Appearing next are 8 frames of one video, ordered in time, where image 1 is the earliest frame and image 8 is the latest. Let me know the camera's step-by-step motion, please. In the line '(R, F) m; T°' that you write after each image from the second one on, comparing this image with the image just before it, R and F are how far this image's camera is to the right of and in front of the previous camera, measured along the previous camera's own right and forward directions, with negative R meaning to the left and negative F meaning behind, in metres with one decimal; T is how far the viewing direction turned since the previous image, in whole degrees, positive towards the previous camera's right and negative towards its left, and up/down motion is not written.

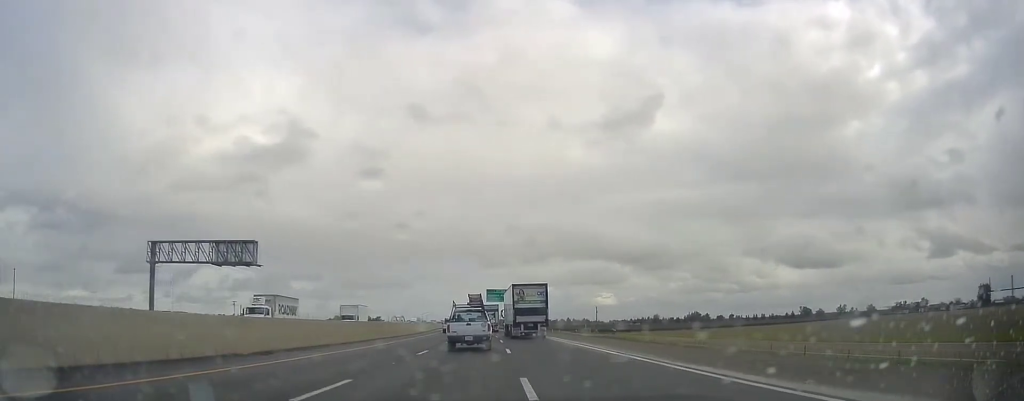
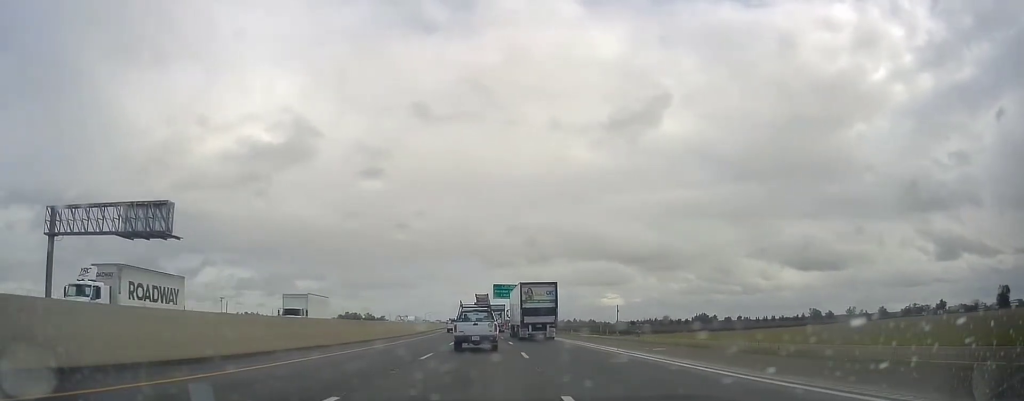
(-0.2, +18.0) m; -1°
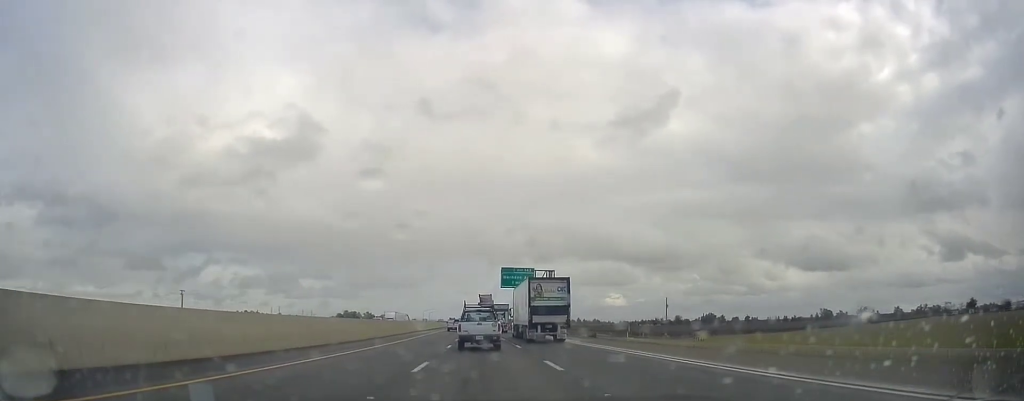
(-0.4, +34.8) m; -1°
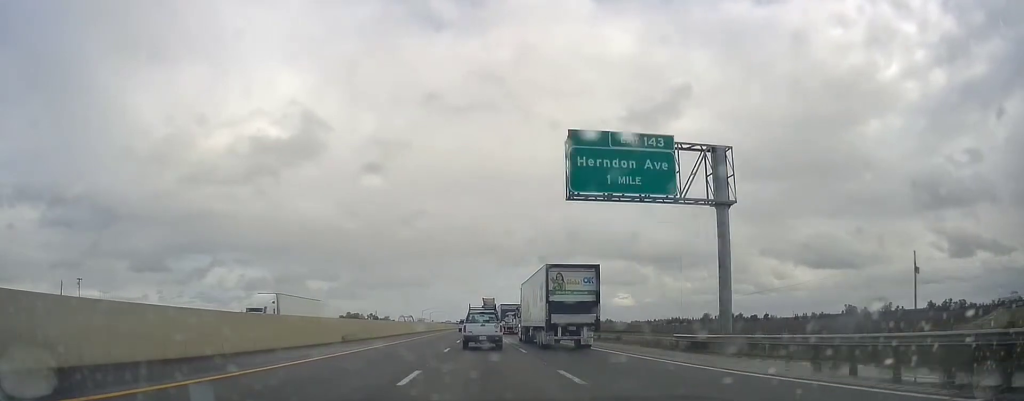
(+0.2, +62.8) m; 0°
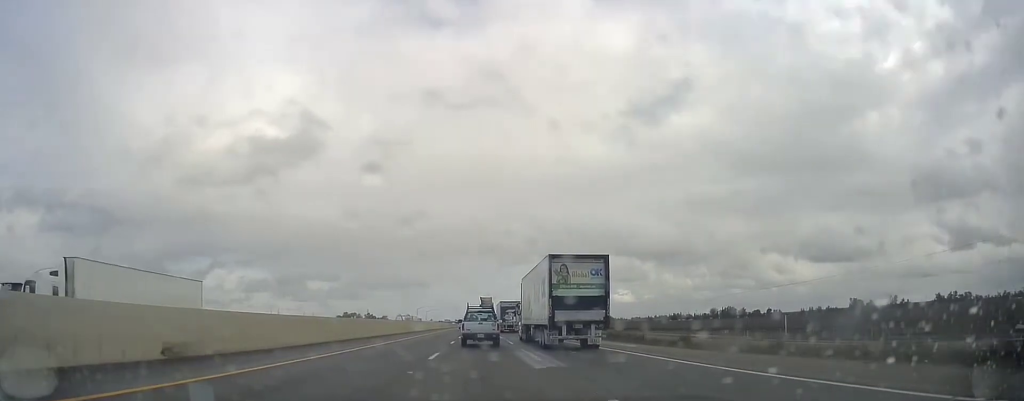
(-0.1, +20.8) m; -1°
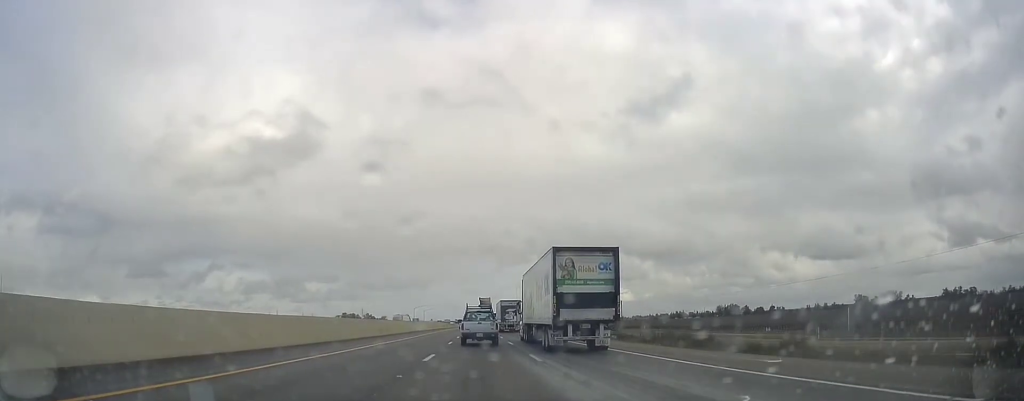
(-0.3, +16.0) m; -1°
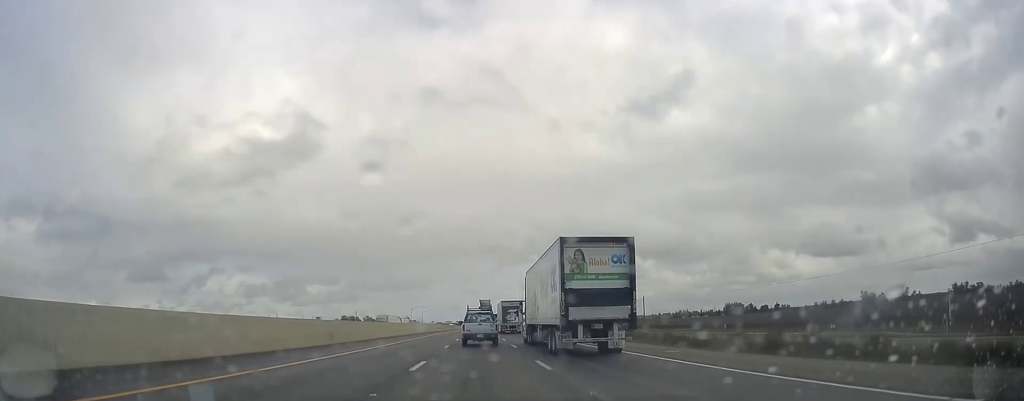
(0.0, +17.9) m; 0°
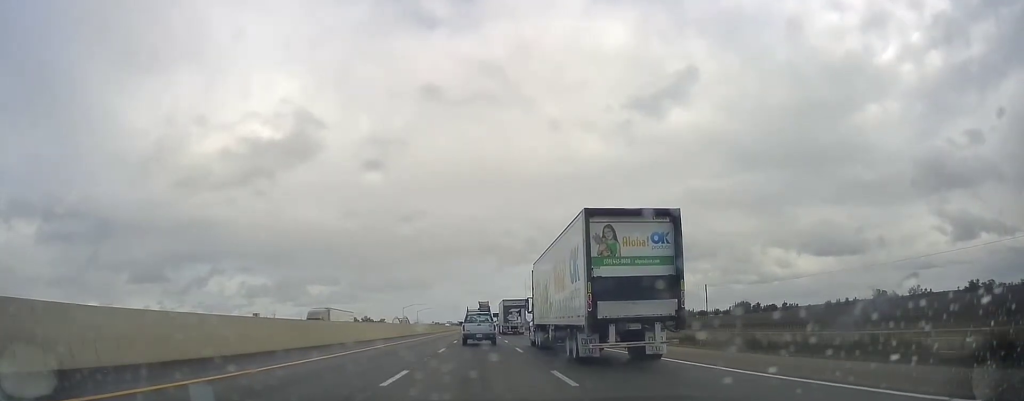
(+0.3, +33.7) m; +1°
